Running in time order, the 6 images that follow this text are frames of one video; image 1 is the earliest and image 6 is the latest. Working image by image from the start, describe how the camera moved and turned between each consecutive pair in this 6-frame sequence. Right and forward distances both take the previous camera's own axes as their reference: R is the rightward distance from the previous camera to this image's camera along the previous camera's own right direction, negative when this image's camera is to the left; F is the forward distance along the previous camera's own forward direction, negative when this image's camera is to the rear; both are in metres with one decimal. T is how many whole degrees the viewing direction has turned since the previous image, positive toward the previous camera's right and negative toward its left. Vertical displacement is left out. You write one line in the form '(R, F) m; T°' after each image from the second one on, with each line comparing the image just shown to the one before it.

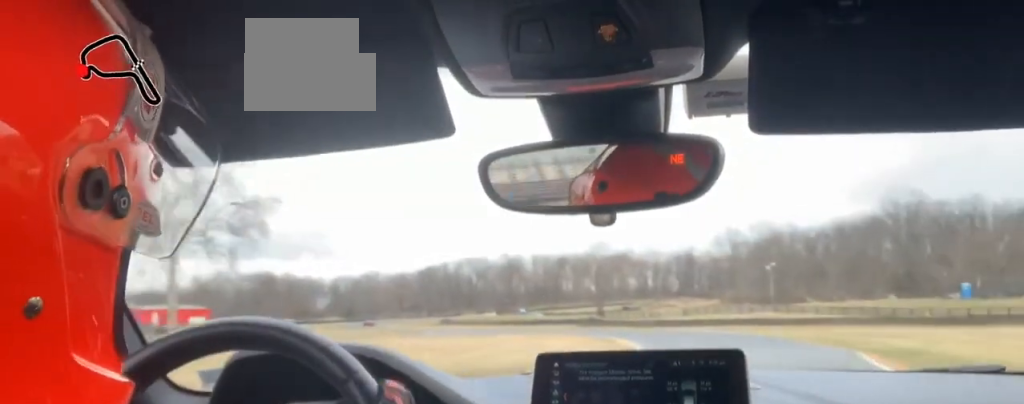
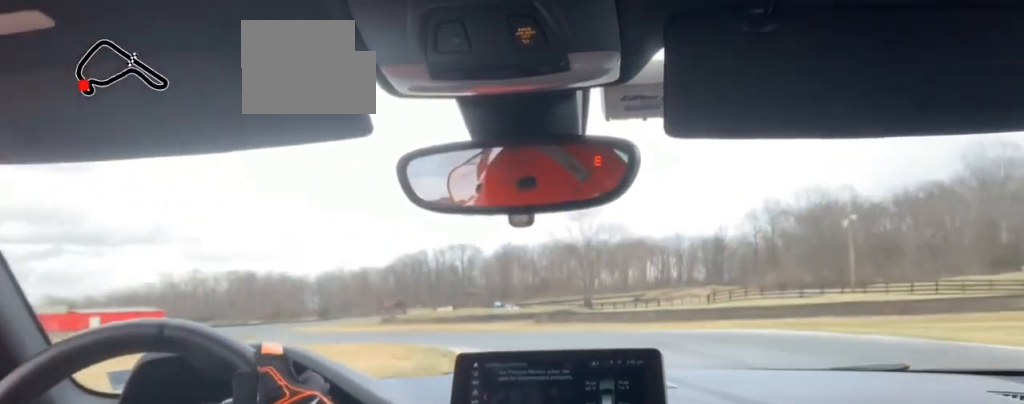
(+3.0, +50.9) m; -4°
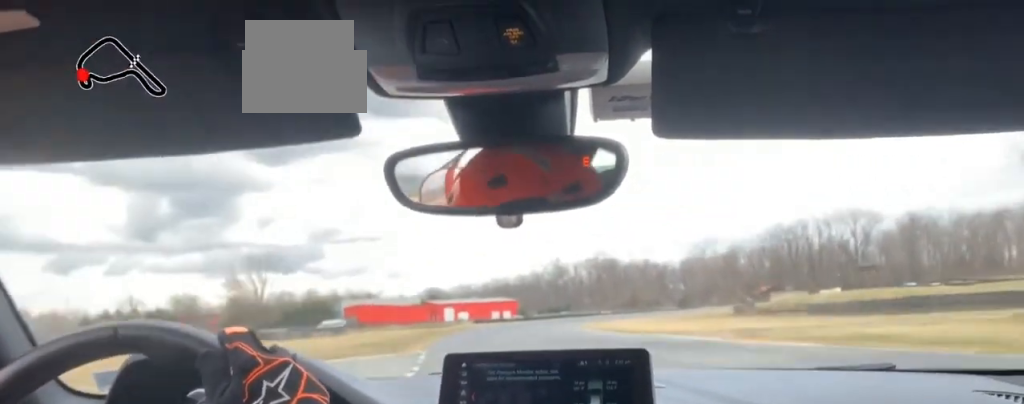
(-3.2, +42.2) m; -4°
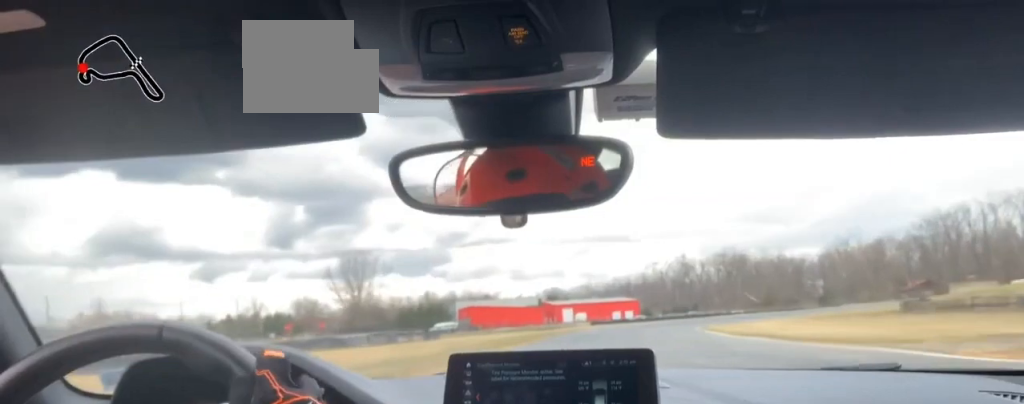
(0.0, +14.8) m; -4°
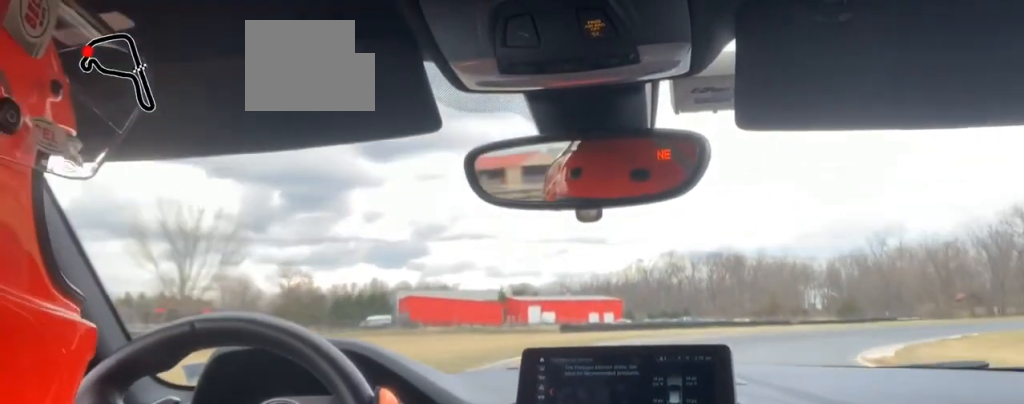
(-7.1, +47.5) m; -4°
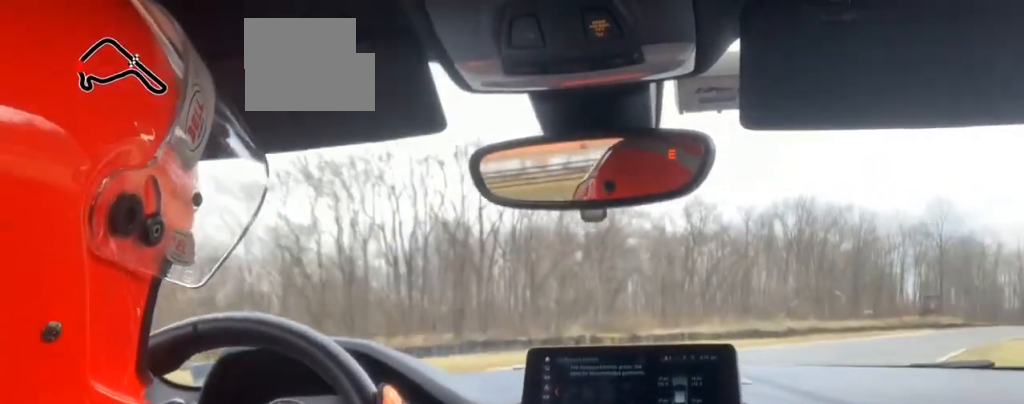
(+19.4, +76.7) m; +25°
